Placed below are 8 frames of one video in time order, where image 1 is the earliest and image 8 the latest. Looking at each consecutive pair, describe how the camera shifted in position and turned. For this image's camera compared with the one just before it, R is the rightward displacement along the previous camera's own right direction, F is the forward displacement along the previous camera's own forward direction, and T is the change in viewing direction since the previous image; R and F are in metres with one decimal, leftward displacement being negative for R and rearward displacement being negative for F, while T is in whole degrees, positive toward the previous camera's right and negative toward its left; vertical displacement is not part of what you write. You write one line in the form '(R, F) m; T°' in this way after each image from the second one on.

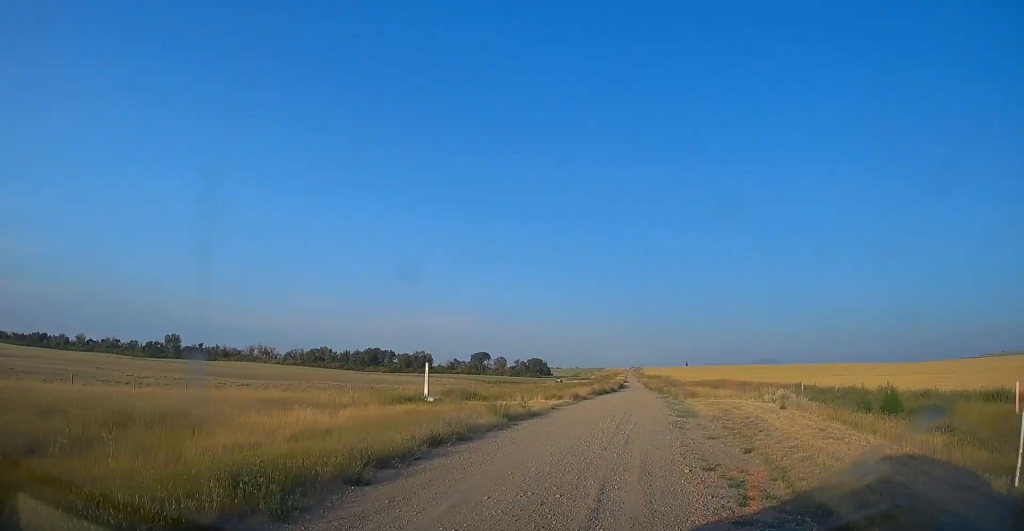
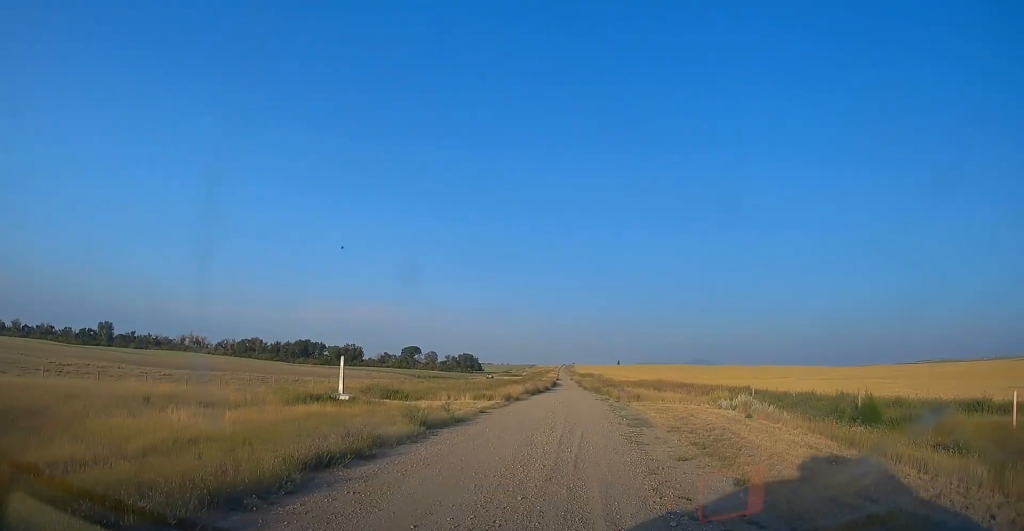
(0.0, +2.7) m; +5°
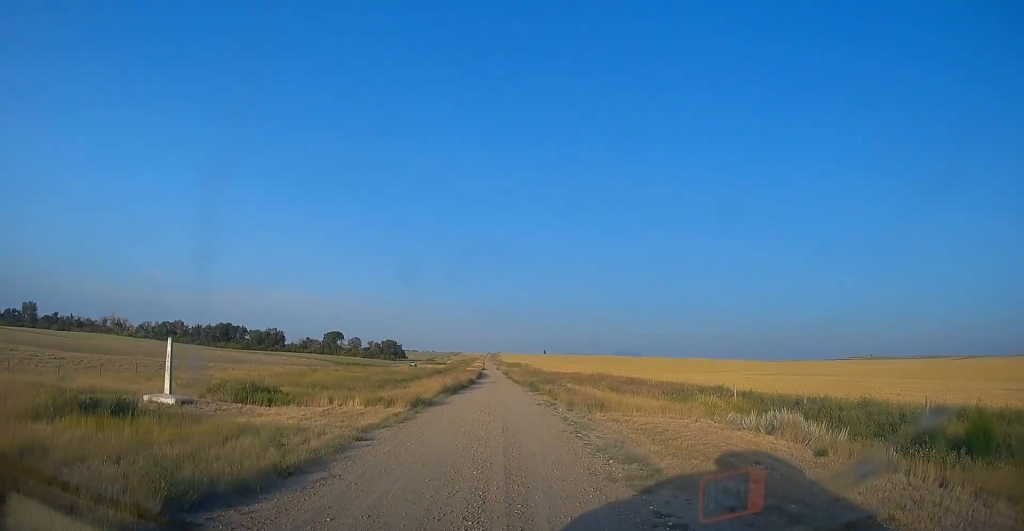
(+0.9, +7.6) m; +13°
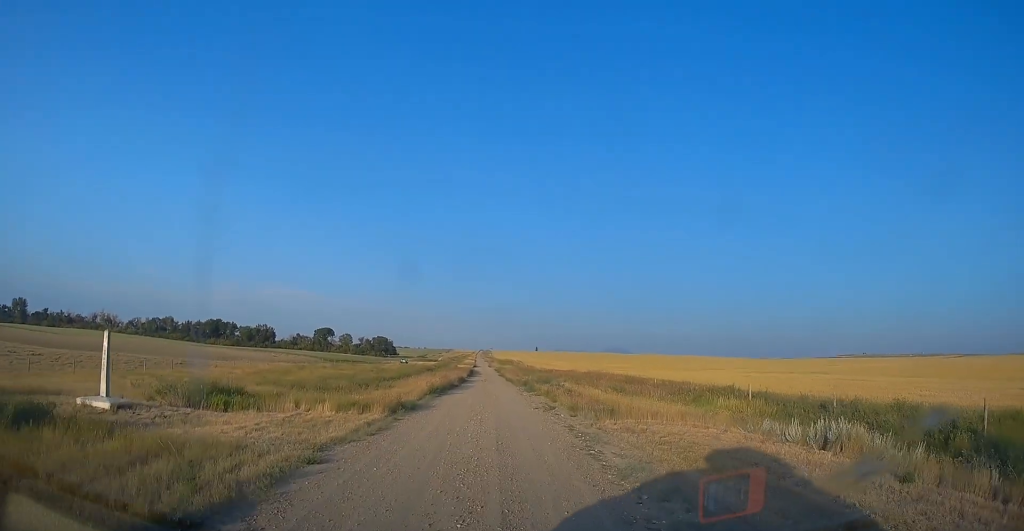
(+0.2, +2.6) m; 0°
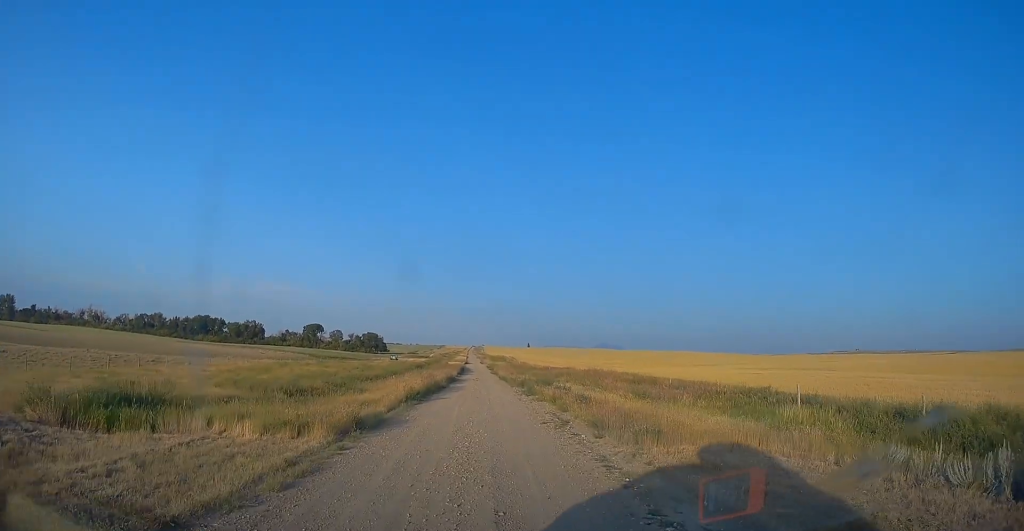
(+0.1, +4.7) m; -1°
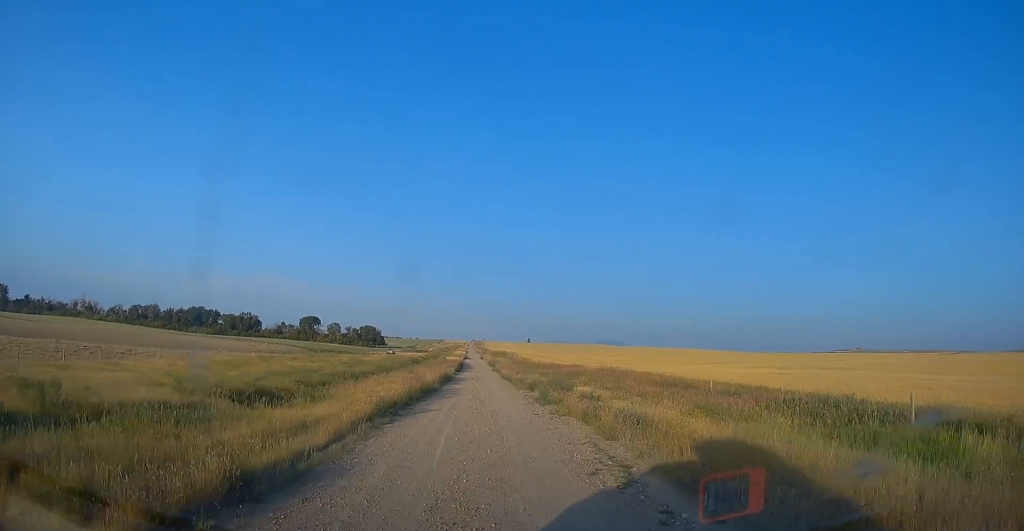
(-0.3, +6.1) m; -3°
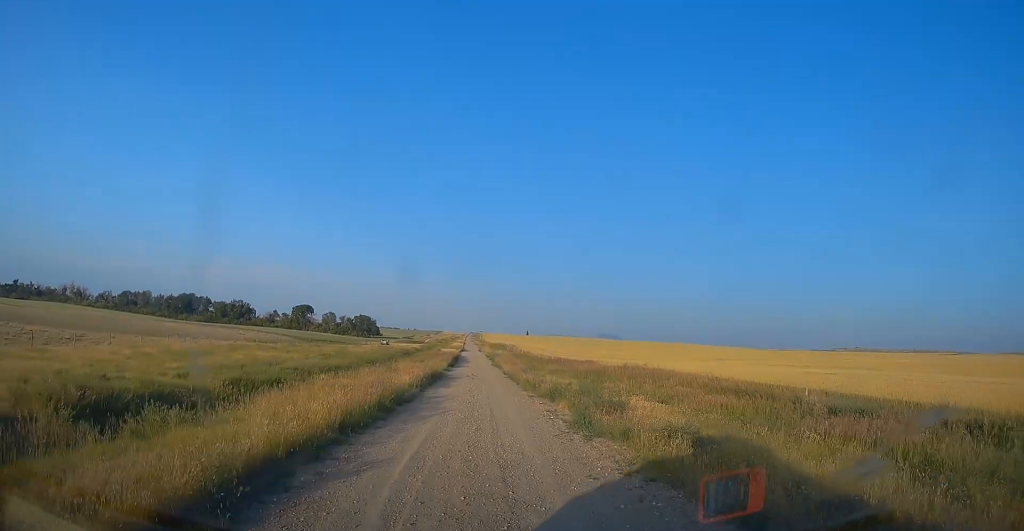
(0.0, +9.0) m; 0°
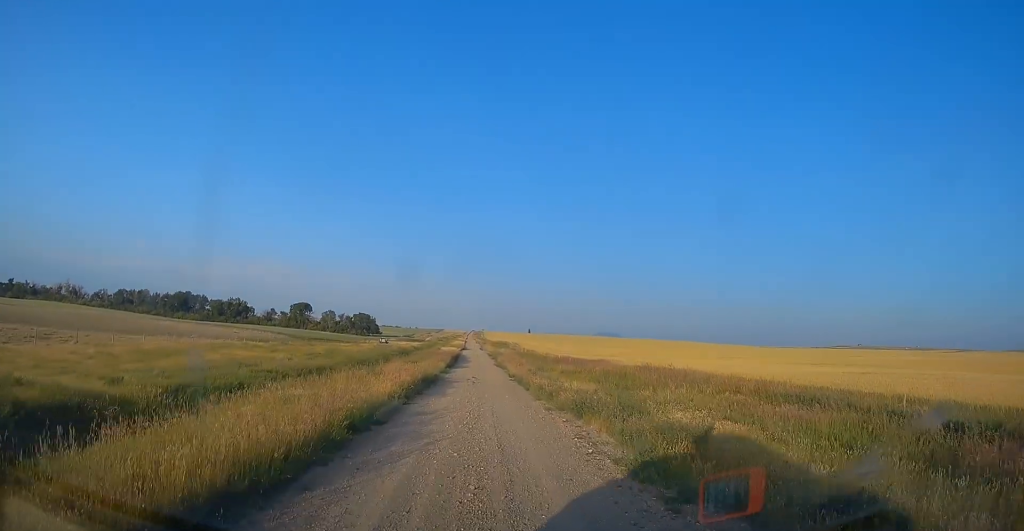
(0.0, +5.2) m; 0°
